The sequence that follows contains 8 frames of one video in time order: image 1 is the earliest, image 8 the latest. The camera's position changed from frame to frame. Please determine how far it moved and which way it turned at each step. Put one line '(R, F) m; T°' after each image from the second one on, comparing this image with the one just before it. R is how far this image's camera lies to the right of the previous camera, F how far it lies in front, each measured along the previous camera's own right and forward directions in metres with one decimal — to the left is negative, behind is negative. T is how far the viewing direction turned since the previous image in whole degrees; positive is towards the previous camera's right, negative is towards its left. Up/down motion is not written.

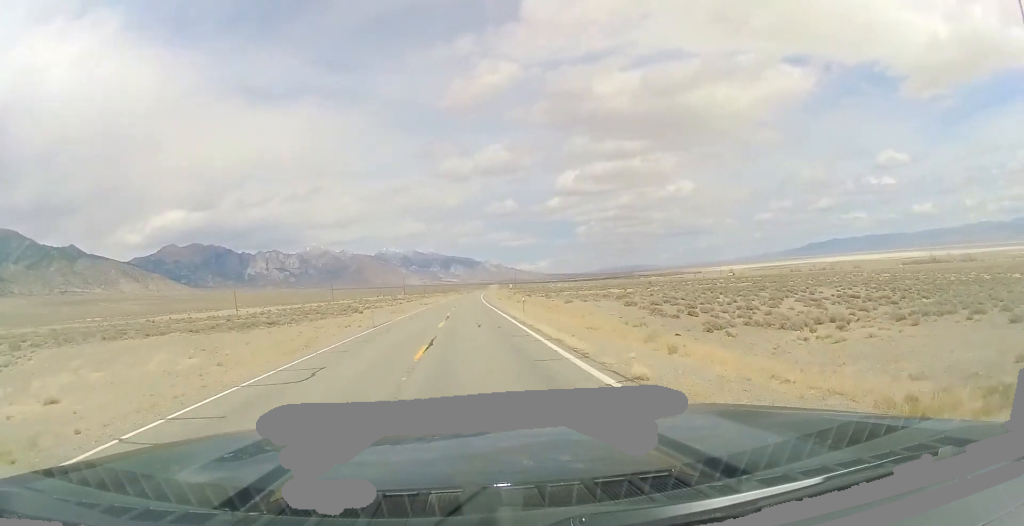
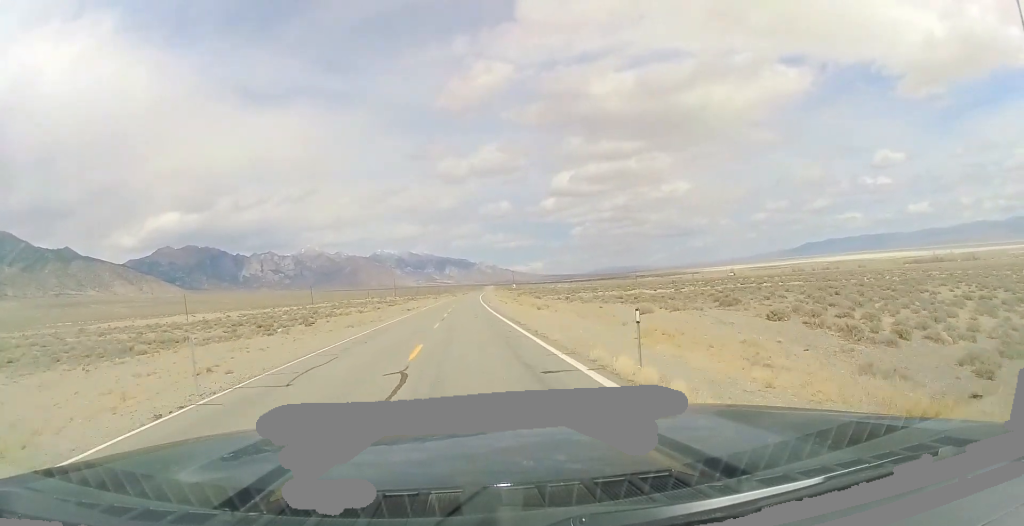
(+0.2, +23.9) m; +1°
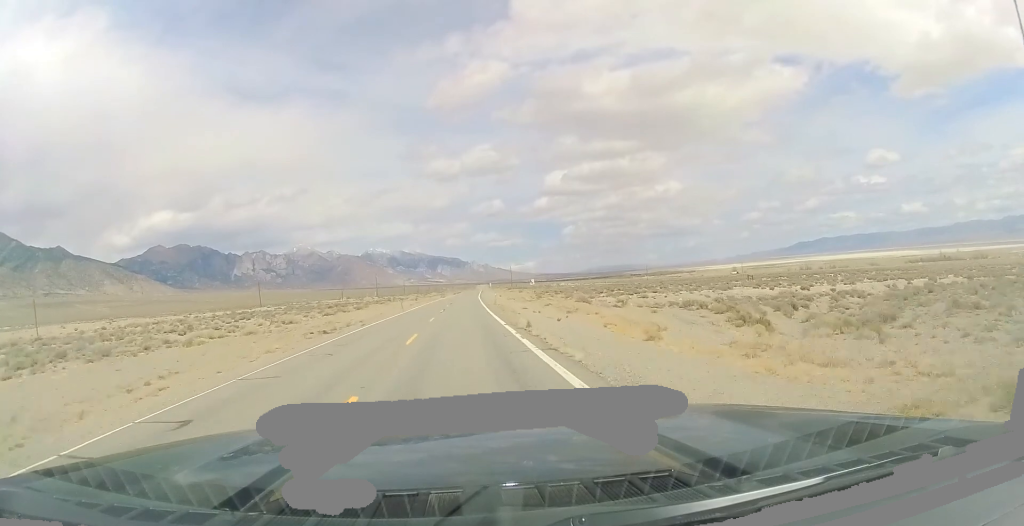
(+0.6, +45.4) m; +1°
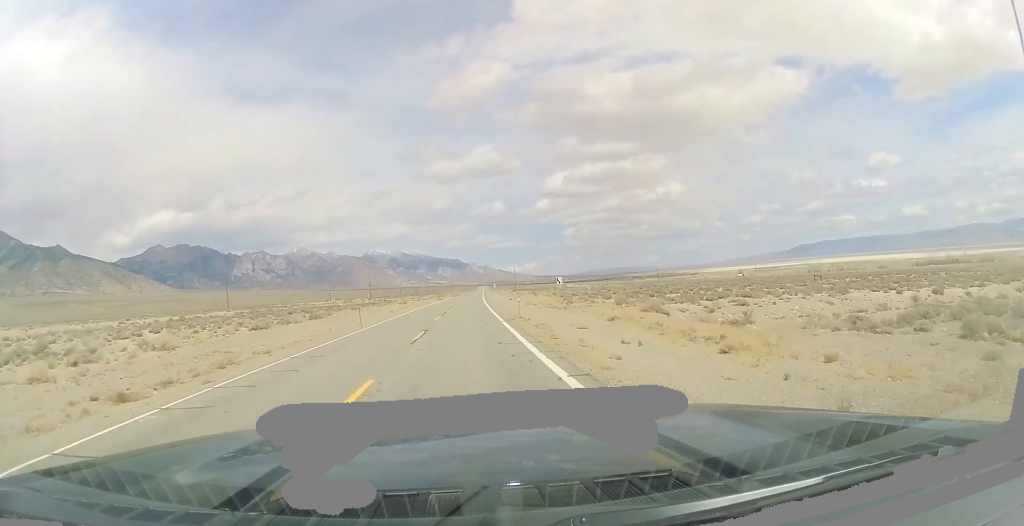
(+0.1, +22.7) m; 0°
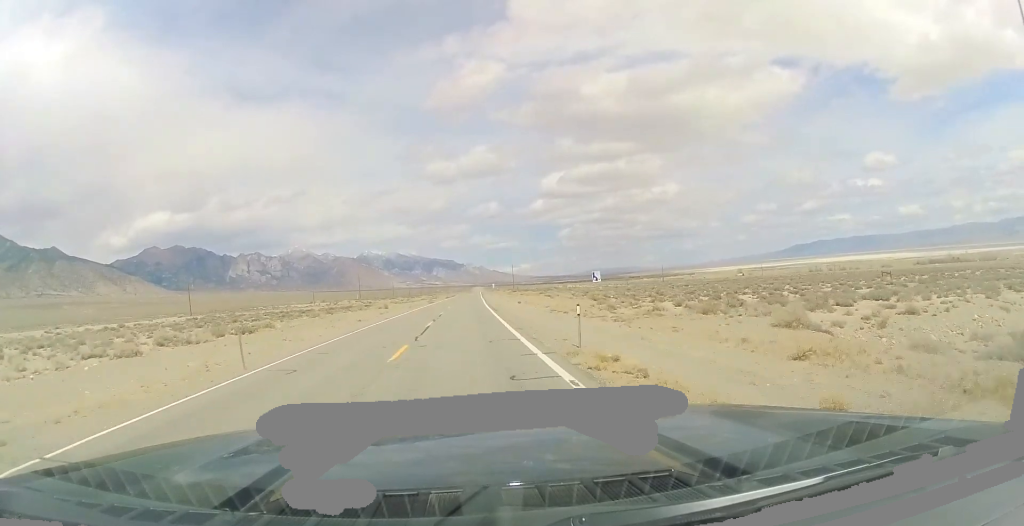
(0.0, +17.8) m; 0°
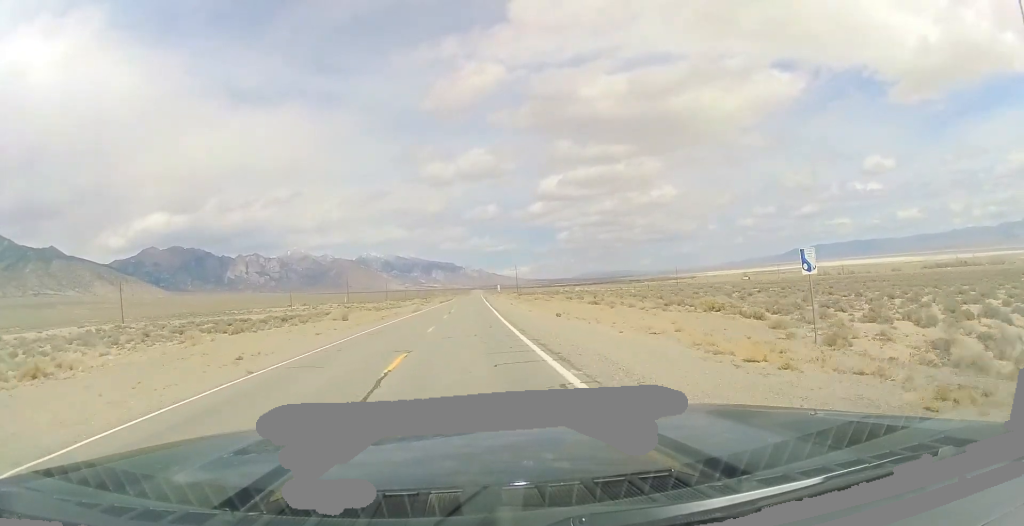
(+0.1, +26.1) m; 0°
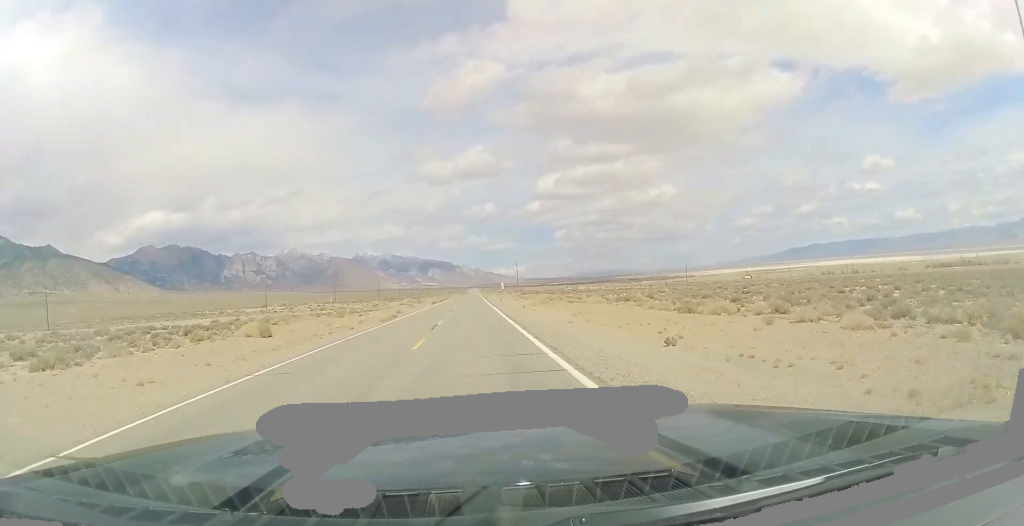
(+0.1, +20.1) m; 0°
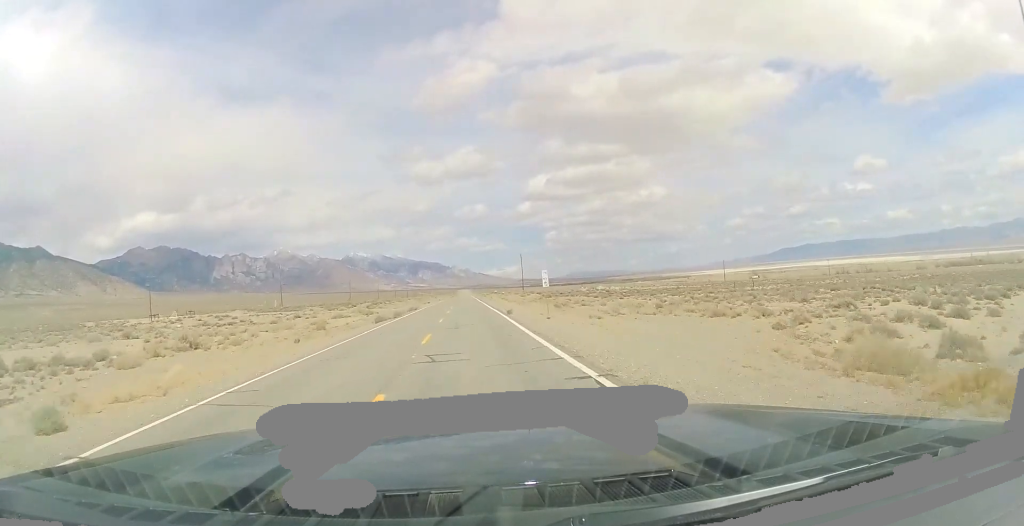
(-0.2, +59.1) m; 0°
